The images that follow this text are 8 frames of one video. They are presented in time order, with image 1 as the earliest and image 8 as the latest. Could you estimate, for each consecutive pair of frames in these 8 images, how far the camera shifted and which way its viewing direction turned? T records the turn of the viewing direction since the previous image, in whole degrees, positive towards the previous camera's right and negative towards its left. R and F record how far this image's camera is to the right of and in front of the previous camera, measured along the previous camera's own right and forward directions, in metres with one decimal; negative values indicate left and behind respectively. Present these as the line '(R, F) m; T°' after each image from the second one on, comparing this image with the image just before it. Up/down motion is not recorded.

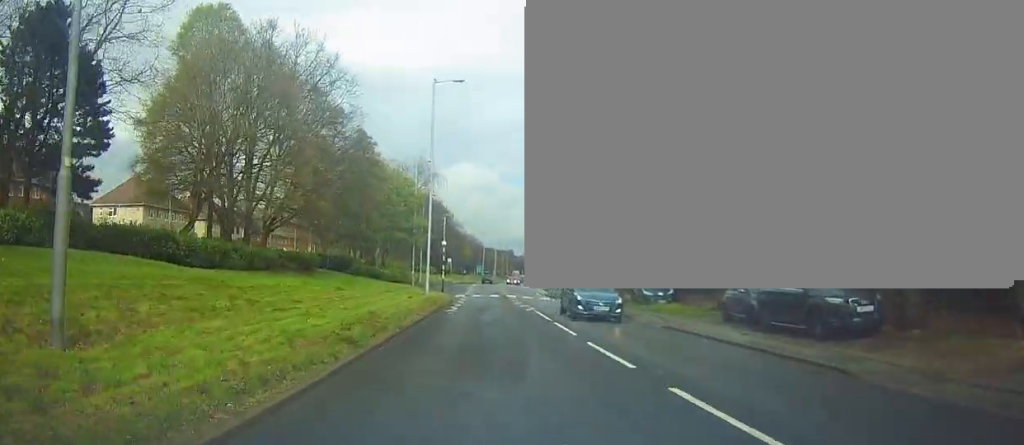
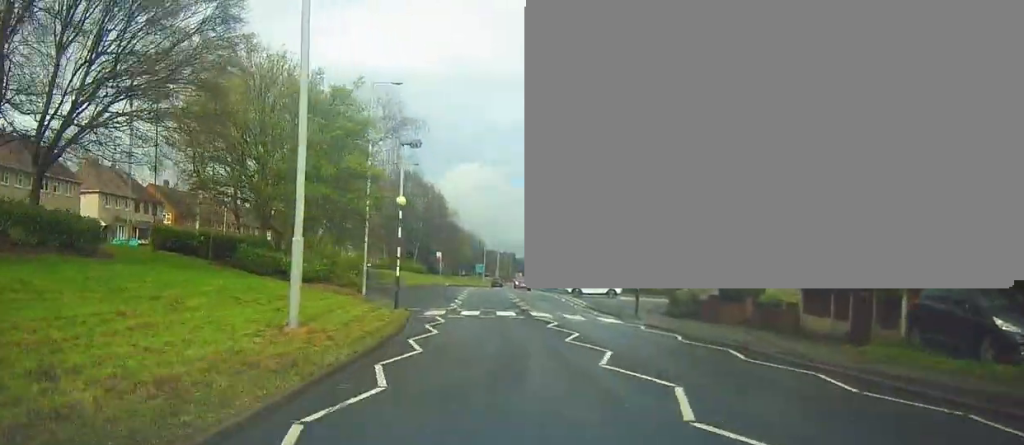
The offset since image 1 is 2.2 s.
(0.0, +26.3) m; -2°
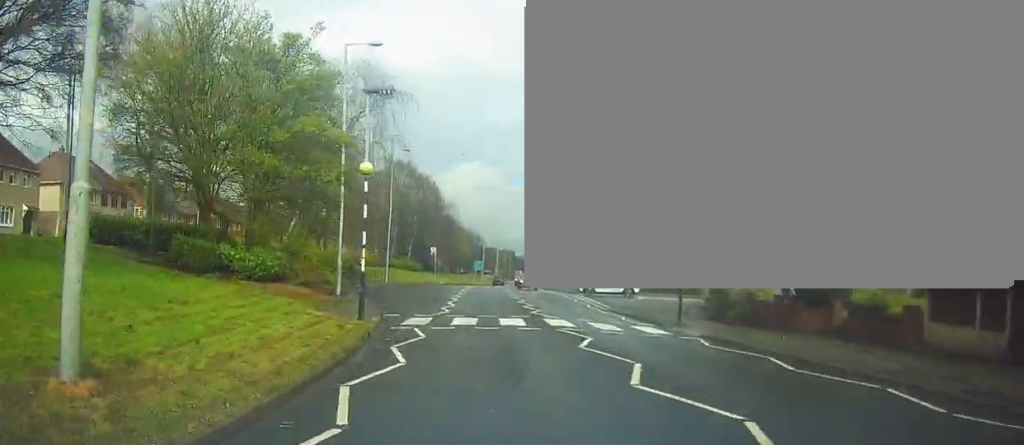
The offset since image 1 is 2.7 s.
(0.0, +6.5) m; +1°
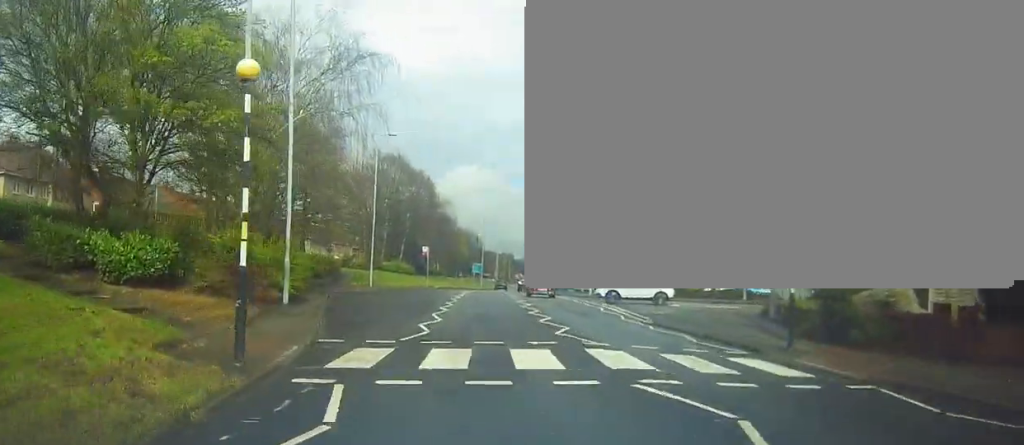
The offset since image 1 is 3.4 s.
(+0.1, +8.5) m; +1°
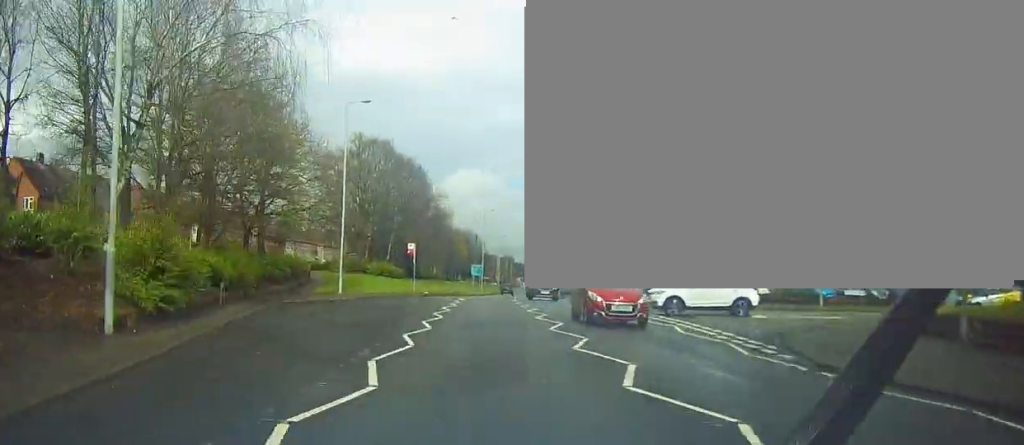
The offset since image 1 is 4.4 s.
(+0.2, +11.9) m; 0°
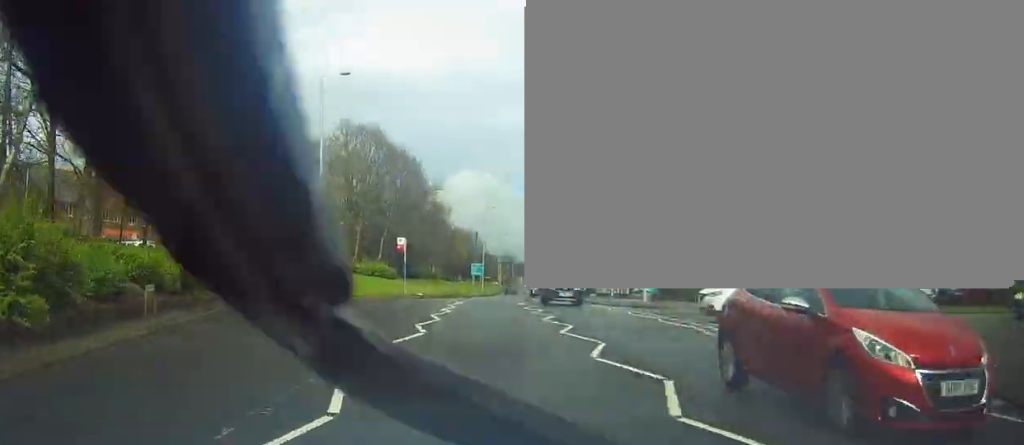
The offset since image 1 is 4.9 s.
(-0.2, +6.4) m; -1°
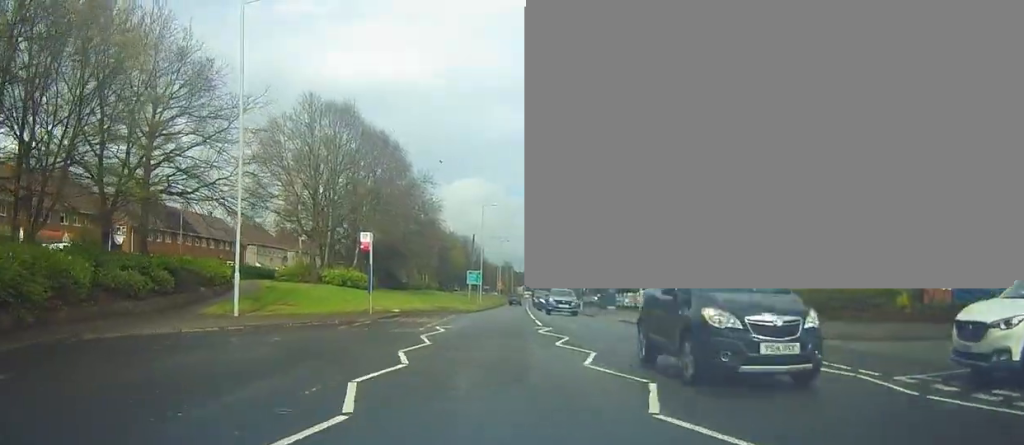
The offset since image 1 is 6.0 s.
(+0.1, +12.3) m; +2°
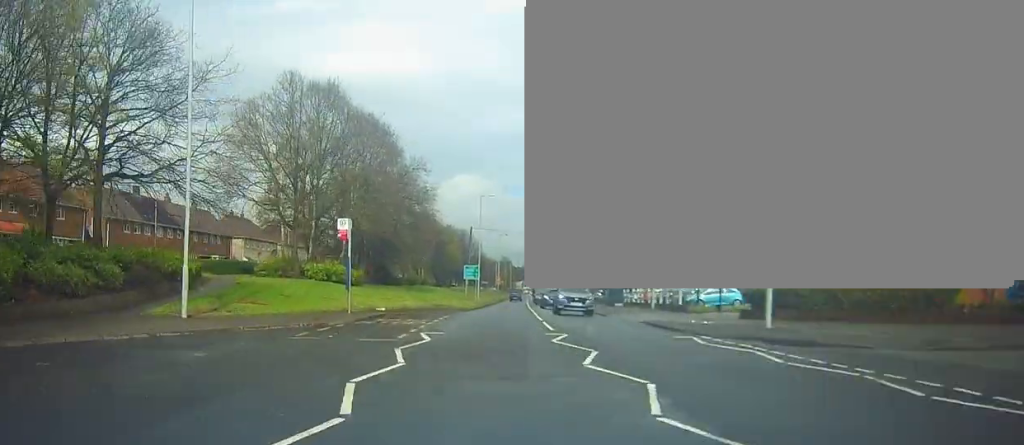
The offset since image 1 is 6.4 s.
(+0.1, +4.4) m; 0°
